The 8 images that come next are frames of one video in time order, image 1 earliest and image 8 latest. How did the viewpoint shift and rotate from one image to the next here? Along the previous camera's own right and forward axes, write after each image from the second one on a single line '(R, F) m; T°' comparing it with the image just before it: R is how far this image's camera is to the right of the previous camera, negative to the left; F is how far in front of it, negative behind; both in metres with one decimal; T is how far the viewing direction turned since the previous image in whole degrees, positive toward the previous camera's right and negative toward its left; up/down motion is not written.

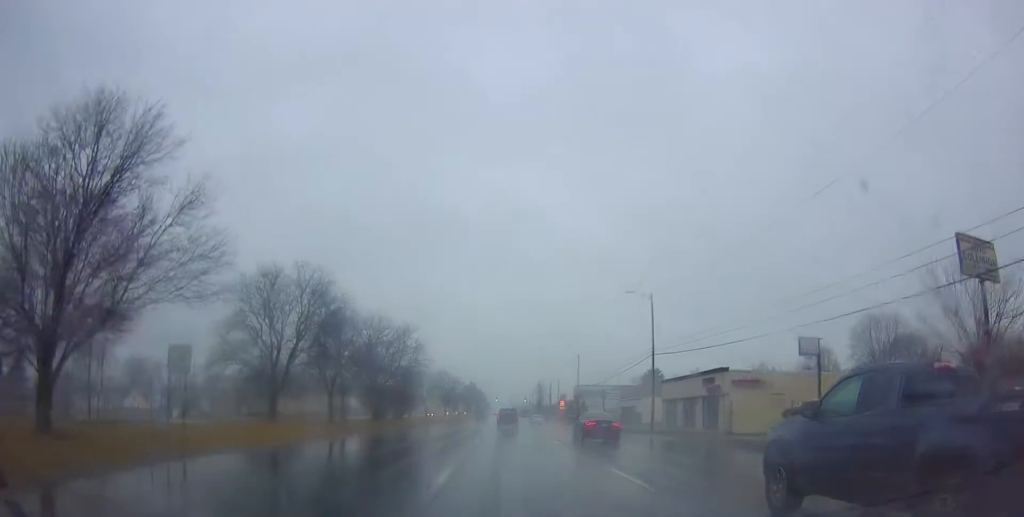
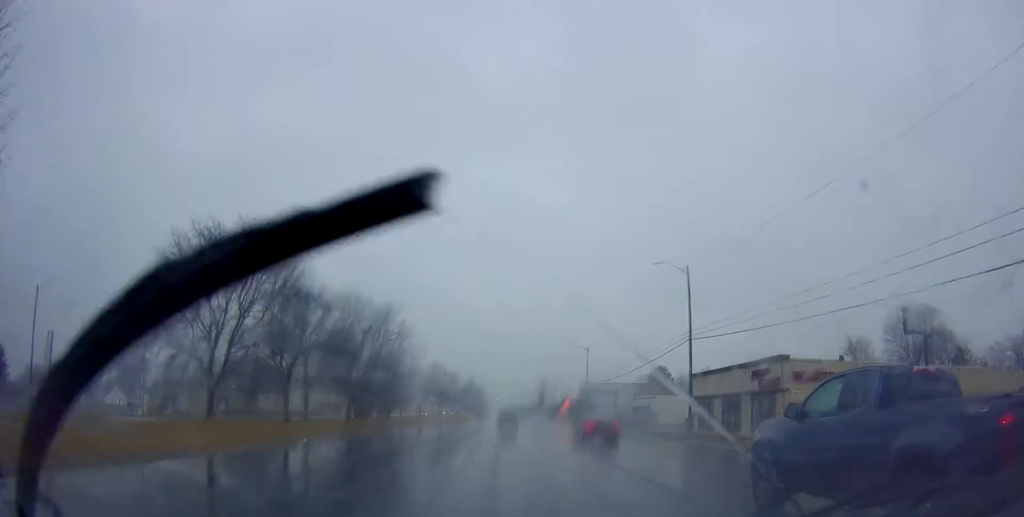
(+0.6, +10.3) m; +1°
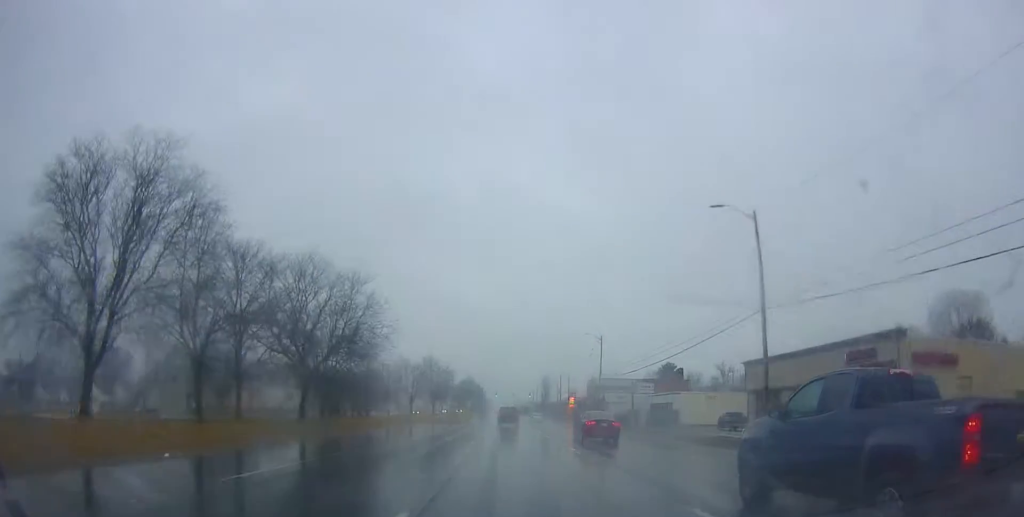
(-0.1, +12.2) m; -1°
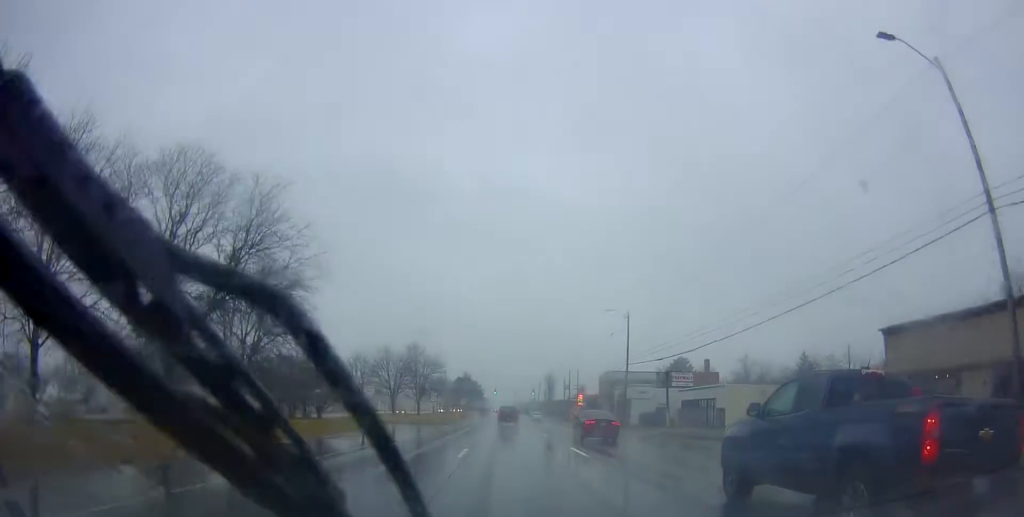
(-0.5, +17.2) m; -1°
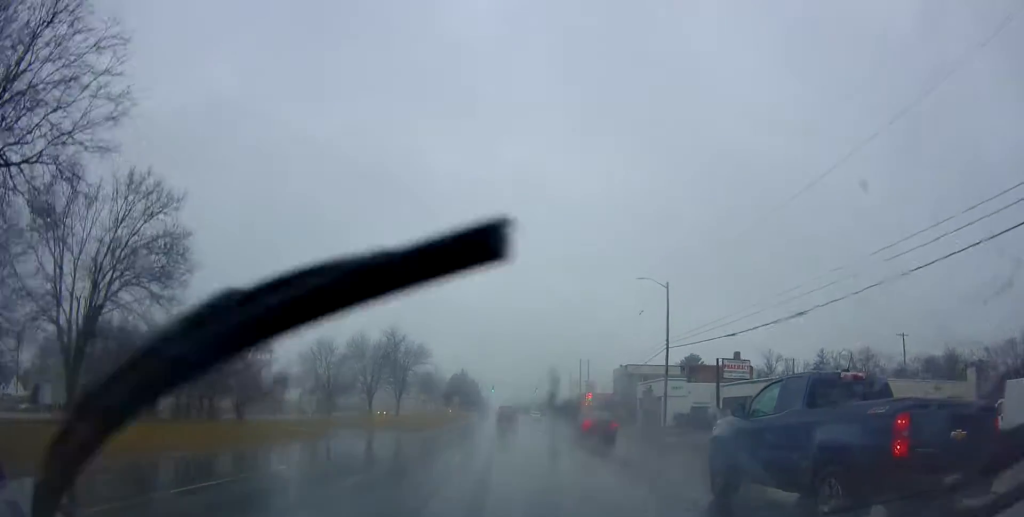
(-0.1, +15.4) m; +1°
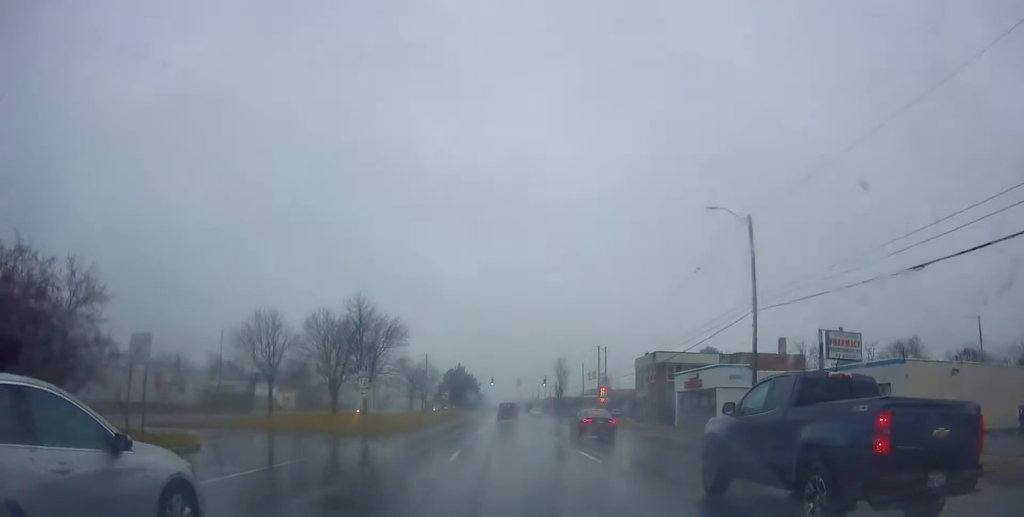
(+0.6, +16.6) m; +1°
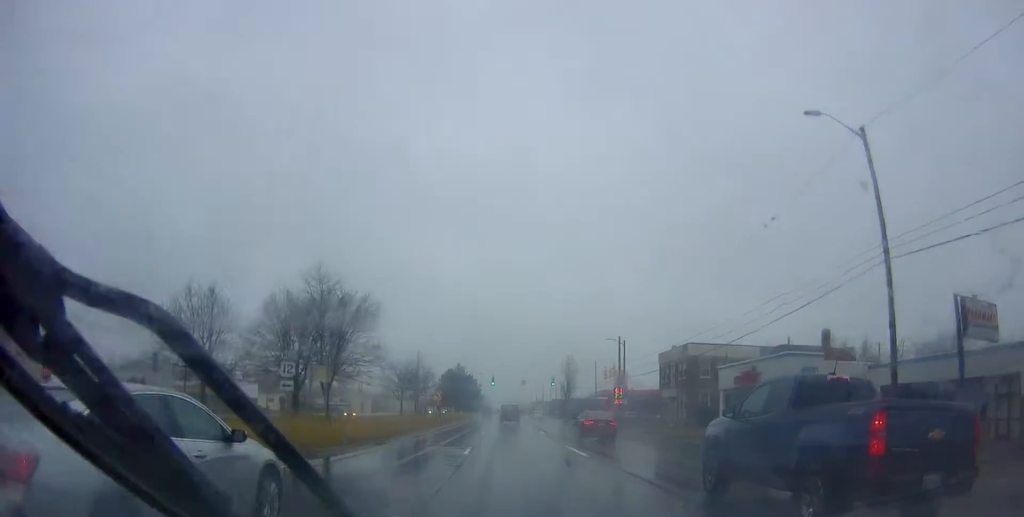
(-0.2, +11.8) m; -2°
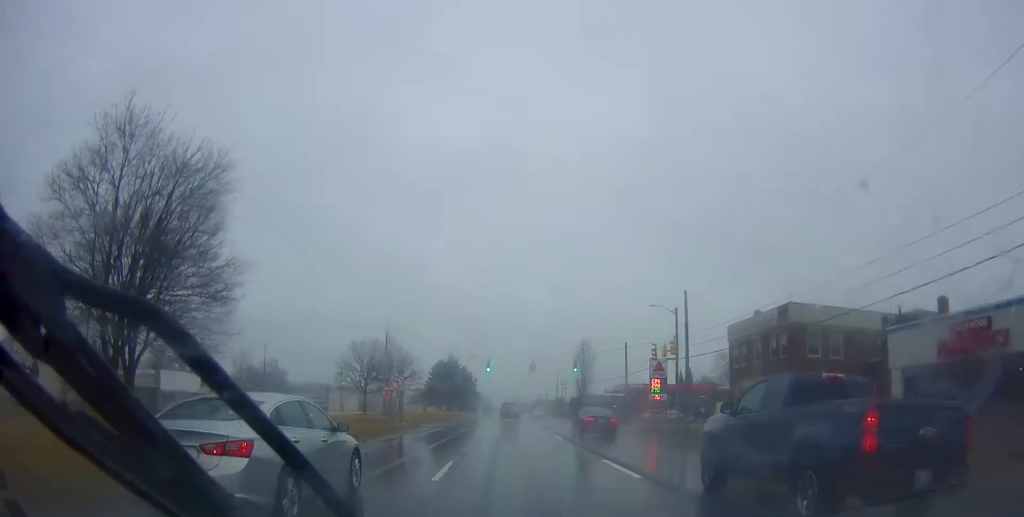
(-0.8, +23.1) m; -1°
